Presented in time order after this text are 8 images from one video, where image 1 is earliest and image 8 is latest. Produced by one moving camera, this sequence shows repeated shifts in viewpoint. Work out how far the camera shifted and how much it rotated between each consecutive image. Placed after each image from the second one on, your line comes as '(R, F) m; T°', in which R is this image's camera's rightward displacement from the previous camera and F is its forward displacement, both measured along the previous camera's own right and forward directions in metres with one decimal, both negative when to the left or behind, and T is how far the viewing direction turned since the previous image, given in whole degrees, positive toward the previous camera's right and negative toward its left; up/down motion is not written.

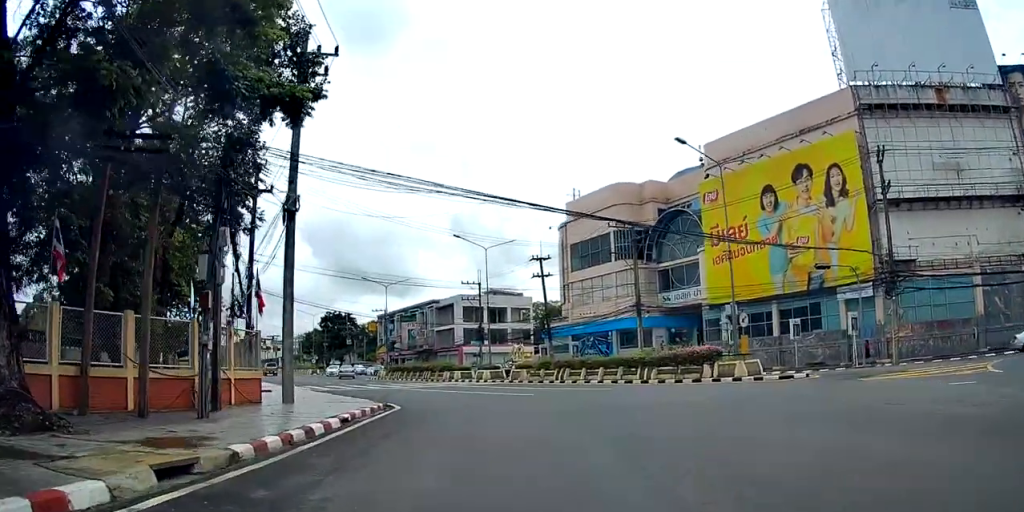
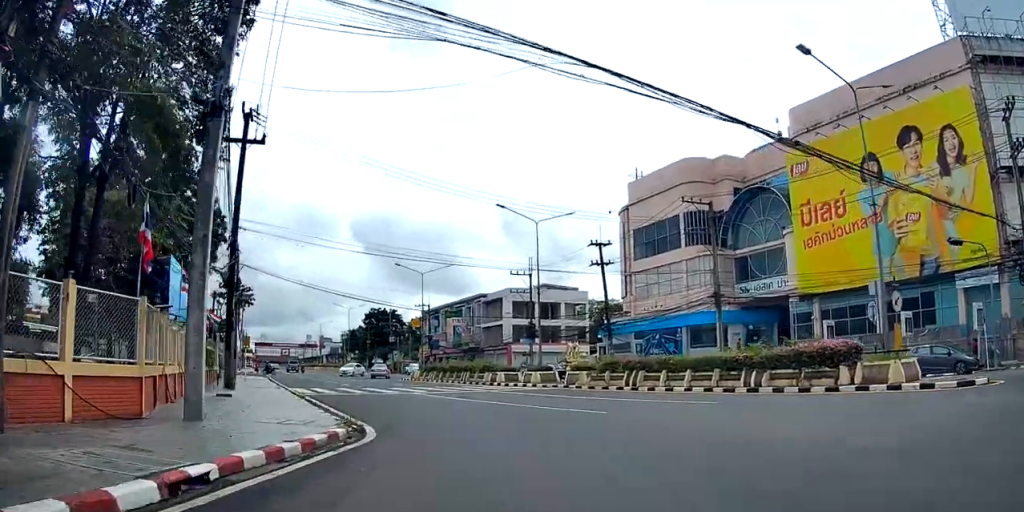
(-0.7, +7.4) m; -10°
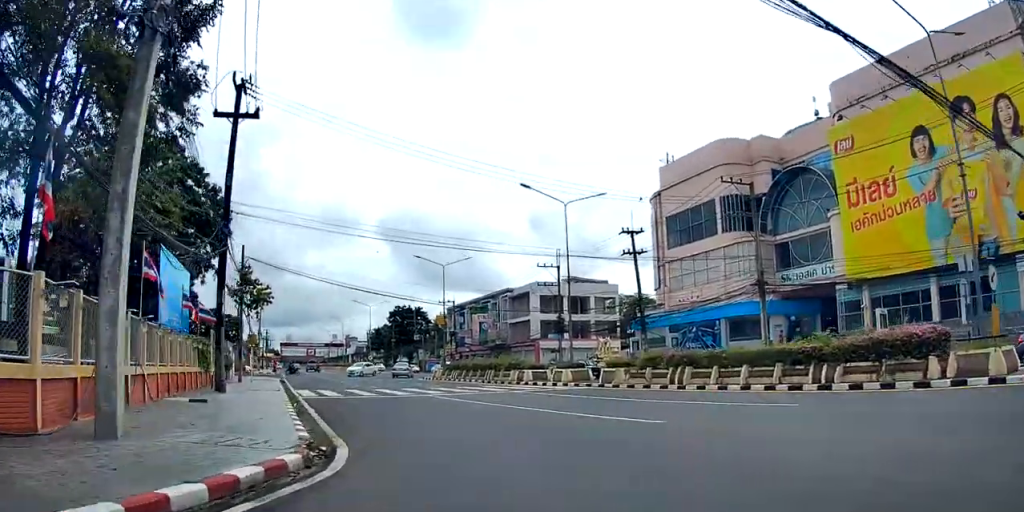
(-0.2, +3.4) m; -3°
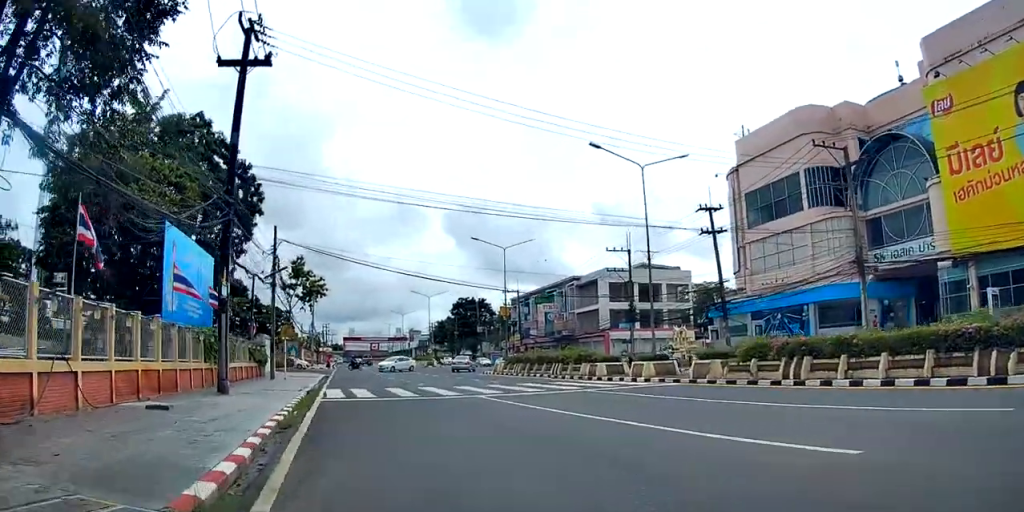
(-0.2, +4.7) m; -5°
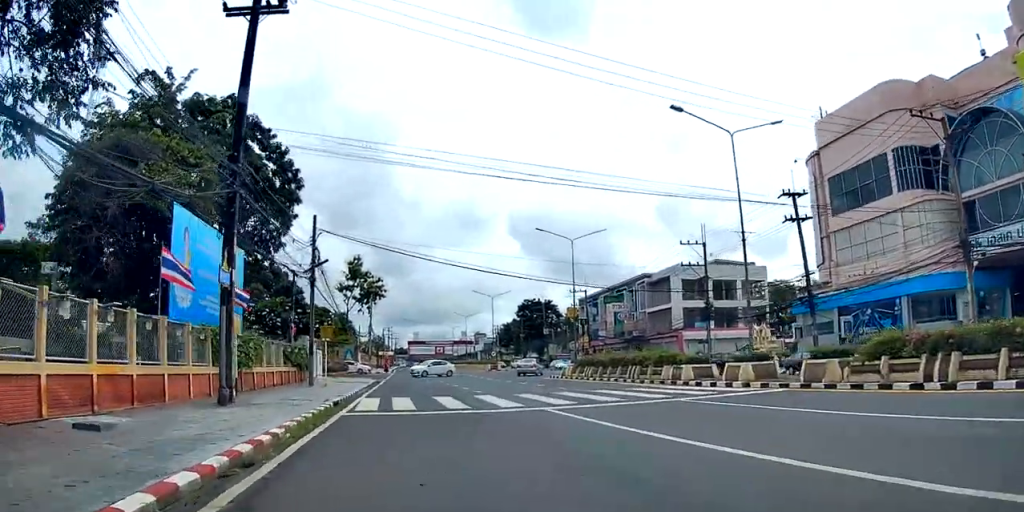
(-0.1, +3.8) m; -5°
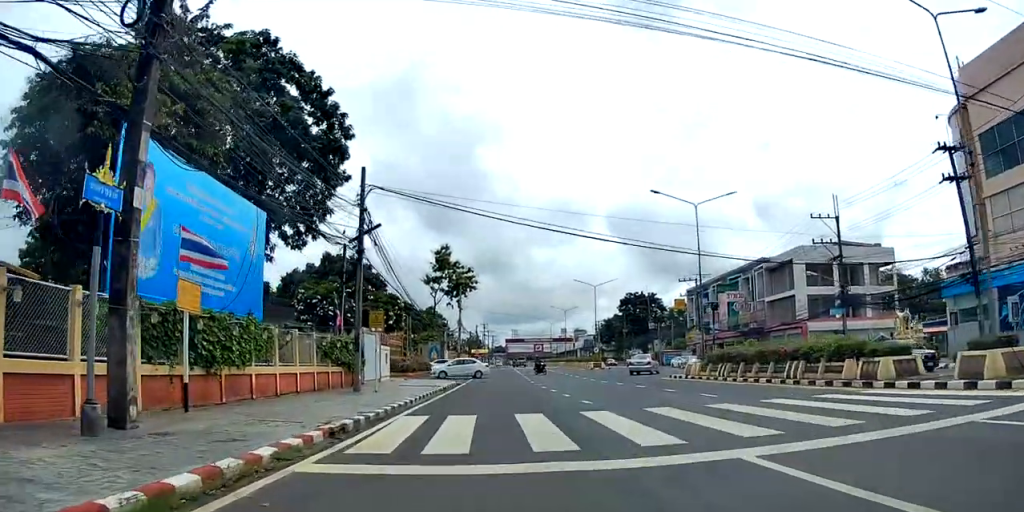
(-0.8, +7.6) m; -6°
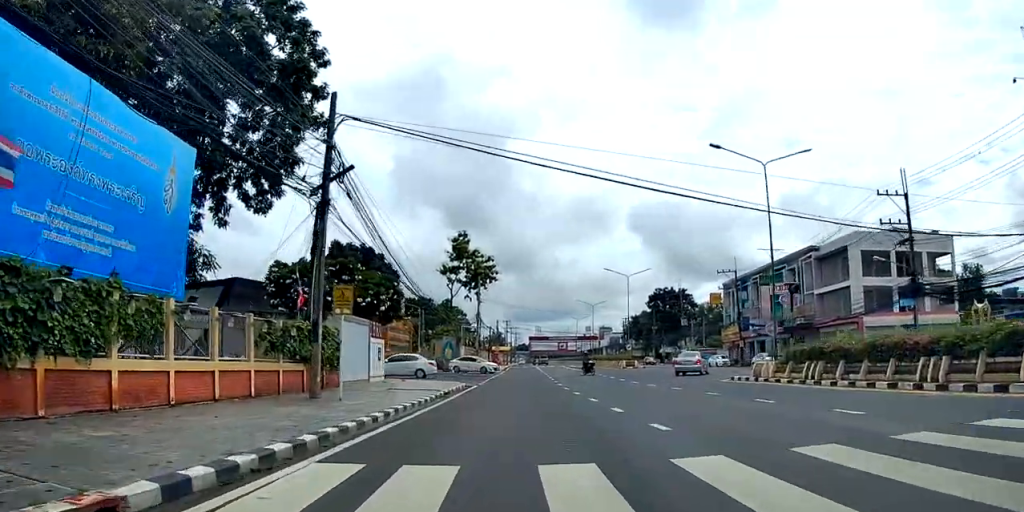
(0.0, +6.0) m; -1°
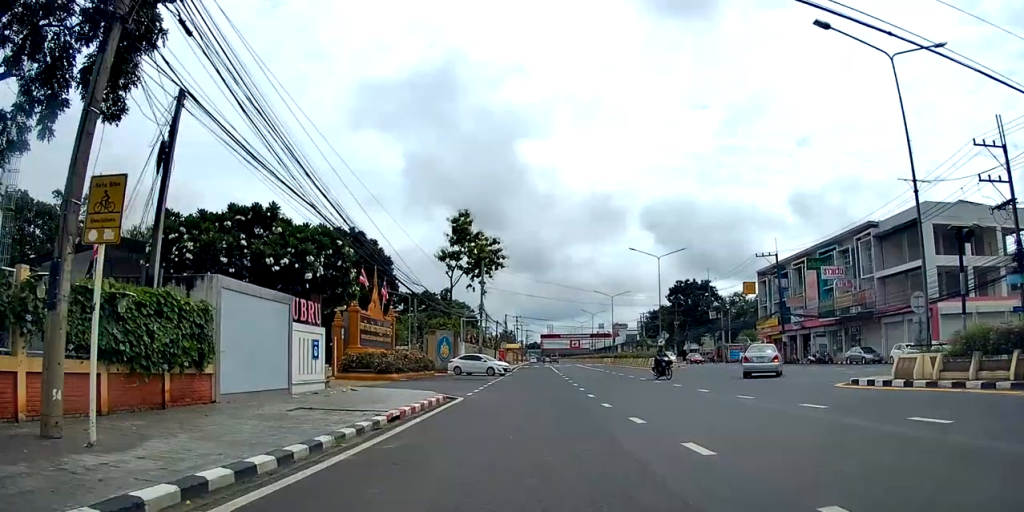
(-0.1, +9.5) m; 0°
